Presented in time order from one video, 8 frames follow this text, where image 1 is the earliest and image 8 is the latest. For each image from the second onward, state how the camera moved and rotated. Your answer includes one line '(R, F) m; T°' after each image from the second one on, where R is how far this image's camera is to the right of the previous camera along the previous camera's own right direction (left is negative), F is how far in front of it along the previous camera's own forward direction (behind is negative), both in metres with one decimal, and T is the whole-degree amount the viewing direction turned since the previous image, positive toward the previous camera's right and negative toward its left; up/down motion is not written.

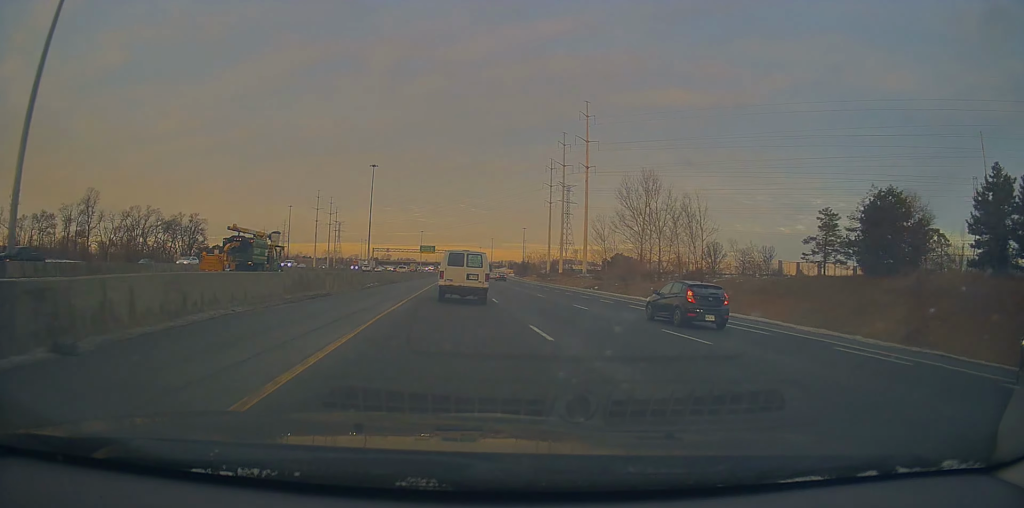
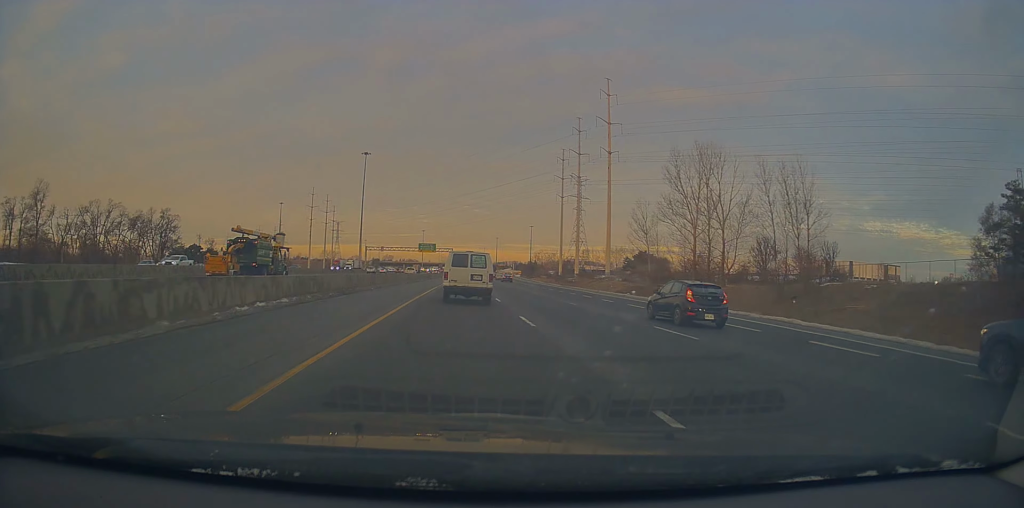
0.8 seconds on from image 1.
(-0.3, +22.9) m; -1°
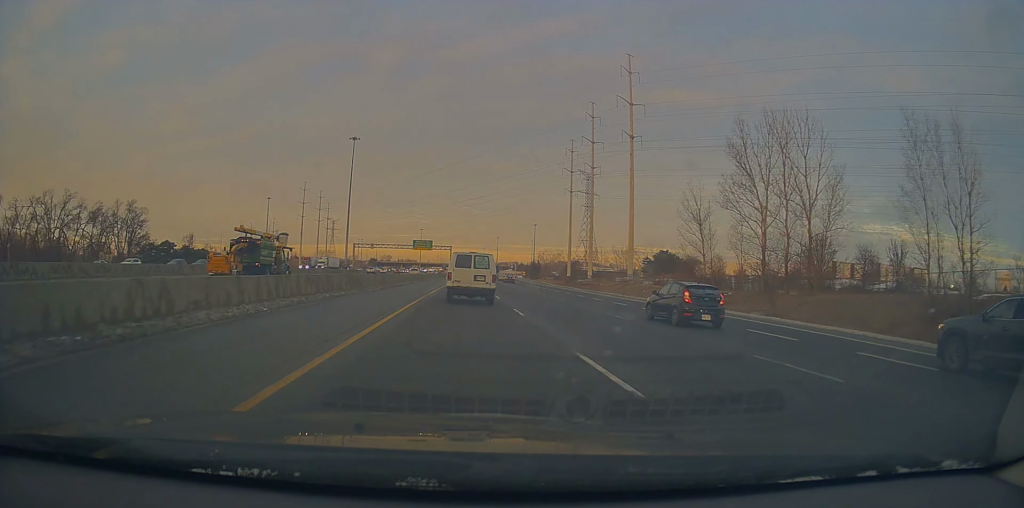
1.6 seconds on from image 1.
(-0.1, +20.1) m; 0°
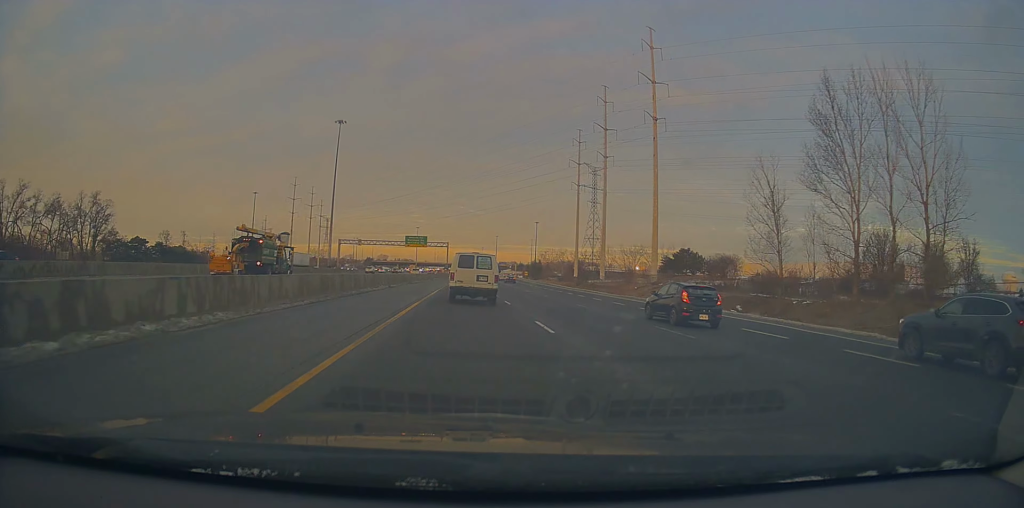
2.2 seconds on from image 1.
(0.0, +17.3) m; 0°
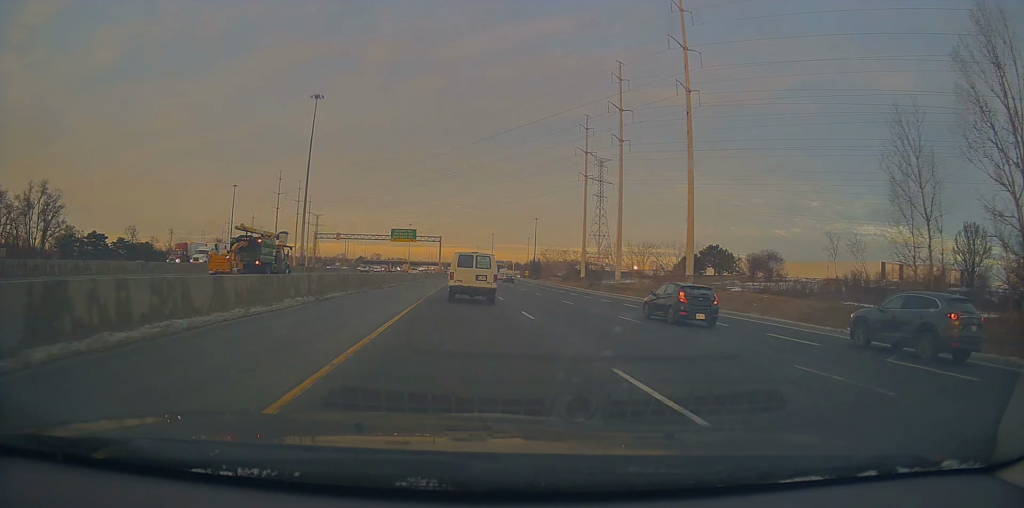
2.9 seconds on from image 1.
(-0.1, +20.0) m; +1°
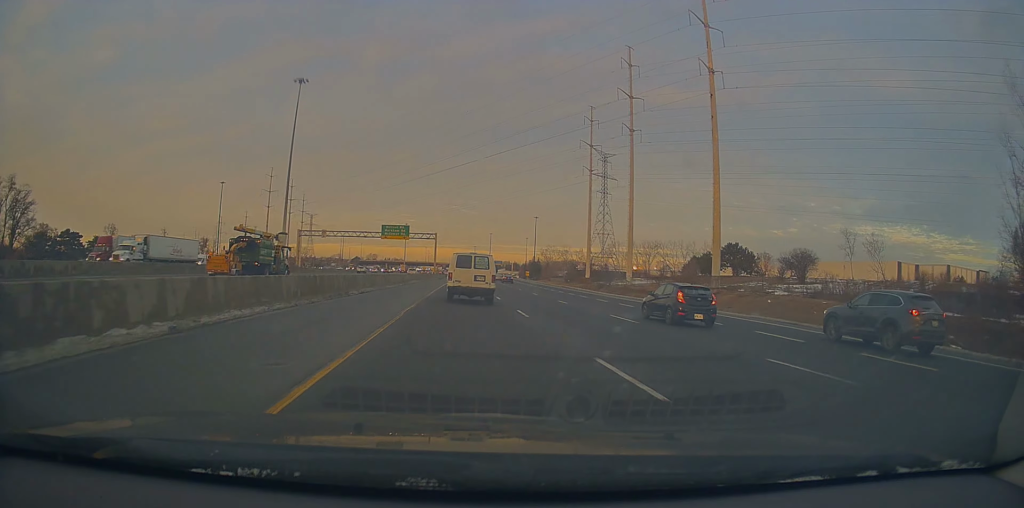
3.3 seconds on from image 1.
(+0.2, +10.9) m; 0°
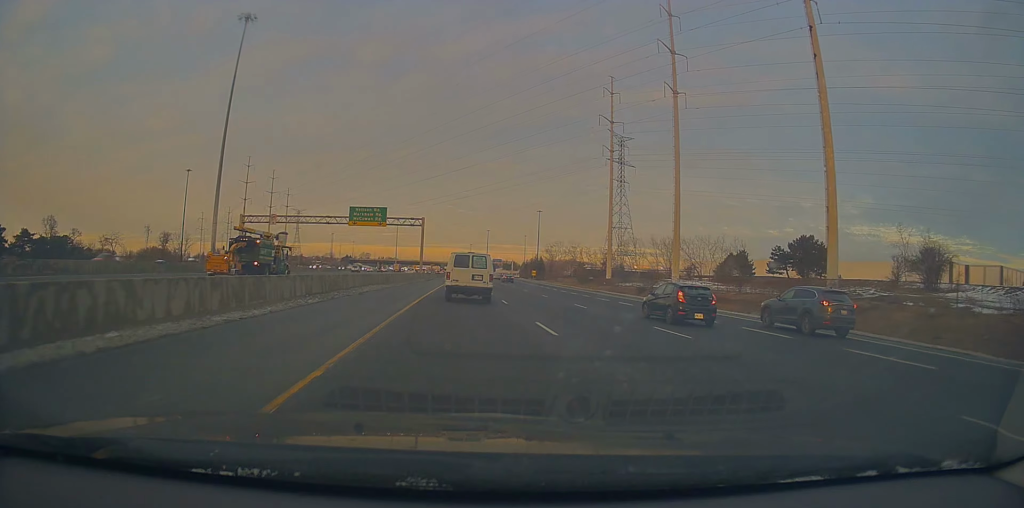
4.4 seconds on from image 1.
(+0.2, +29.1) m; +1°
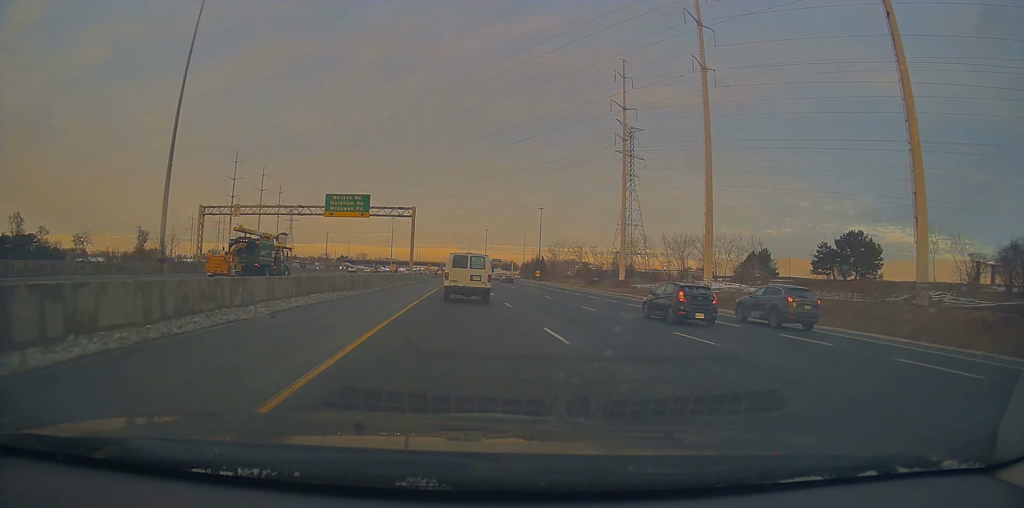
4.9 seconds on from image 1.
(-0.4, +13.7) m; +1°
